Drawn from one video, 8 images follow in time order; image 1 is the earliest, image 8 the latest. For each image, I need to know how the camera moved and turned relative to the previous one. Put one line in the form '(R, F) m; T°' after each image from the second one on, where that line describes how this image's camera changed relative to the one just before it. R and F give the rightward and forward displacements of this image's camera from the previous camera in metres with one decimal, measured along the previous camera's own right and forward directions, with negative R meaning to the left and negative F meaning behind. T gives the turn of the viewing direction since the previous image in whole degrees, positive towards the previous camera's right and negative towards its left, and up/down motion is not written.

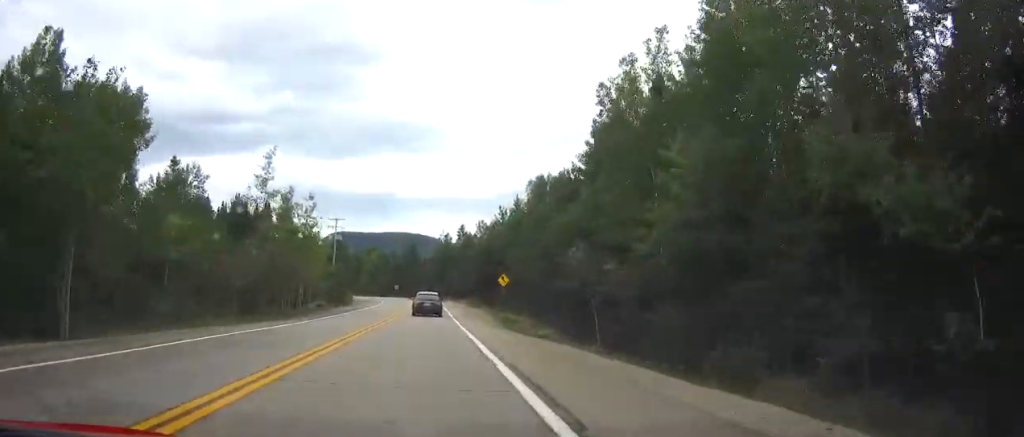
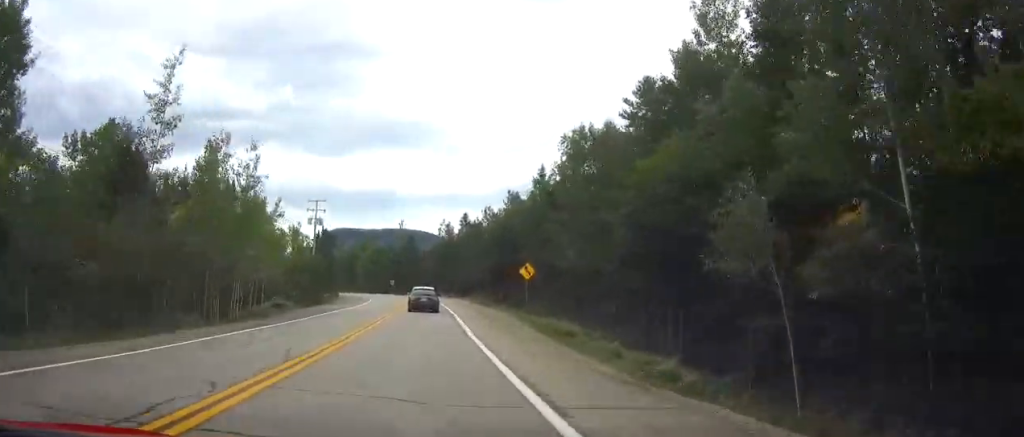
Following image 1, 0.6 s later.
(0.0, +16.7) m; 0°
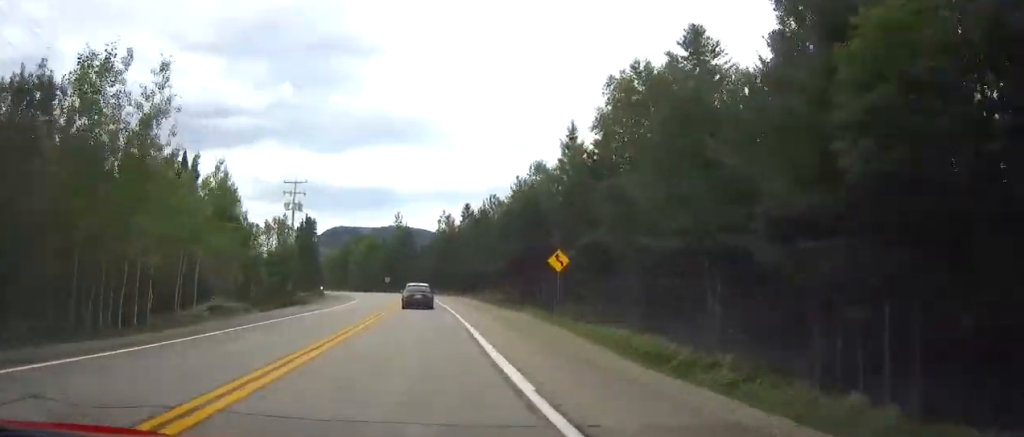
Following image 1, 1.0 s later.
(0.0, +12.7) m; 0°
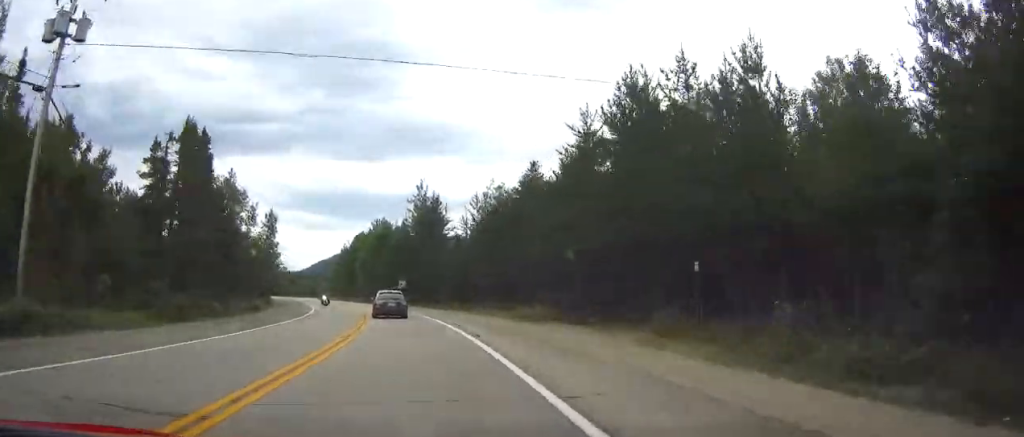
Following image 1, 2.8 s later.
(-0.3, +50.9) m; -2°
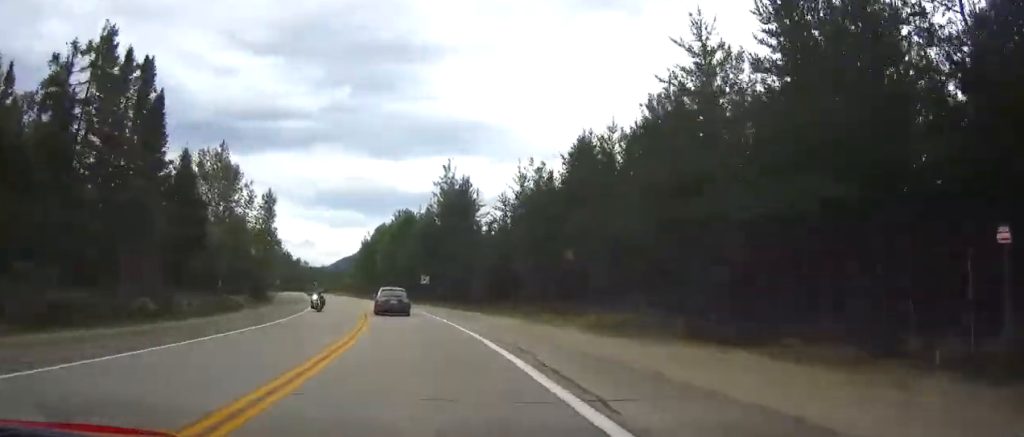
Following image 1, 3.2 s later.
(0.0, +12.3) m; -1°
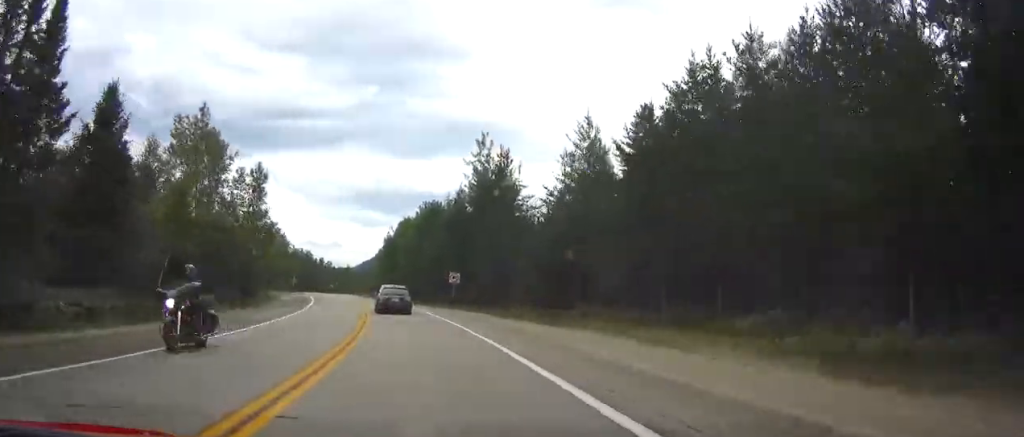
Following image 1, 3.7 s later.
(-0.1, +13.2) m; -2°
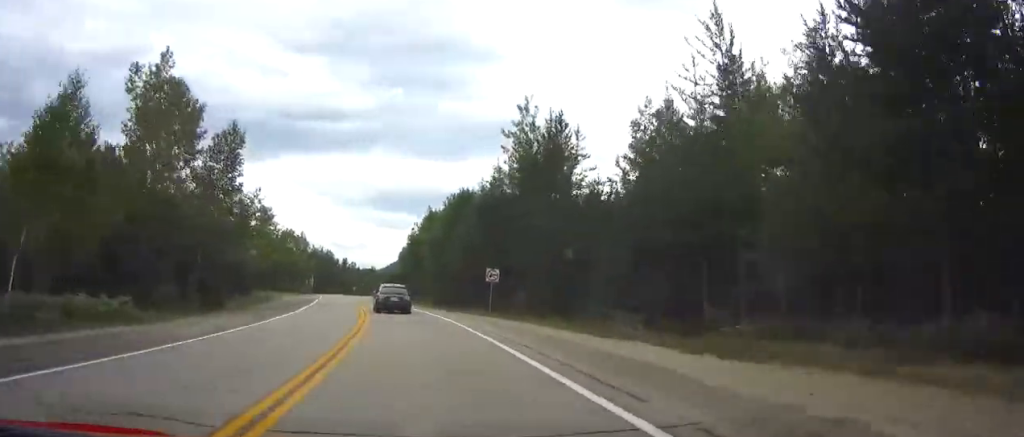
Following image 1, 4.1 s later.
(-0.3, +13.1) m; -2°
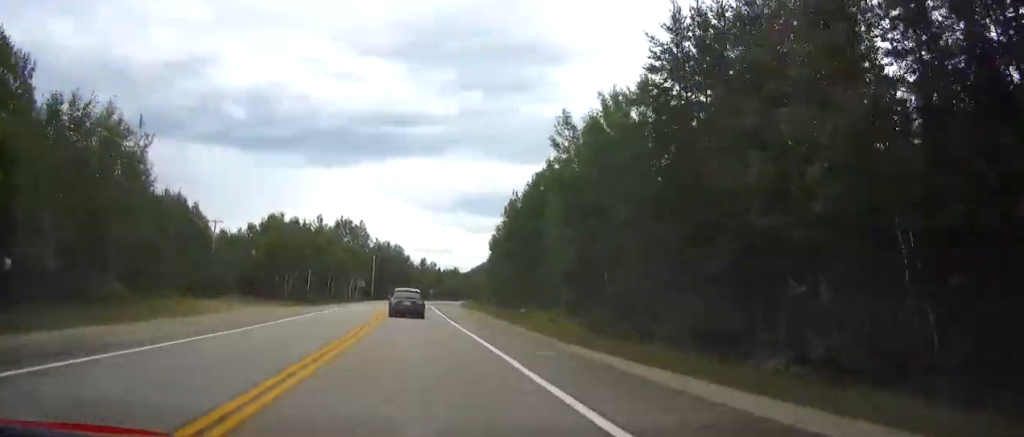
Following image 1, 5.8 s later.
(-3.7, +46.3) m; -9°
